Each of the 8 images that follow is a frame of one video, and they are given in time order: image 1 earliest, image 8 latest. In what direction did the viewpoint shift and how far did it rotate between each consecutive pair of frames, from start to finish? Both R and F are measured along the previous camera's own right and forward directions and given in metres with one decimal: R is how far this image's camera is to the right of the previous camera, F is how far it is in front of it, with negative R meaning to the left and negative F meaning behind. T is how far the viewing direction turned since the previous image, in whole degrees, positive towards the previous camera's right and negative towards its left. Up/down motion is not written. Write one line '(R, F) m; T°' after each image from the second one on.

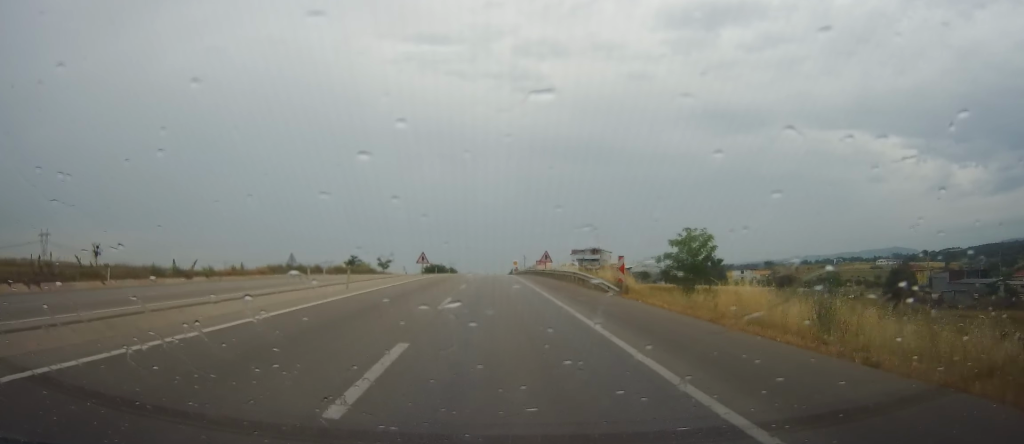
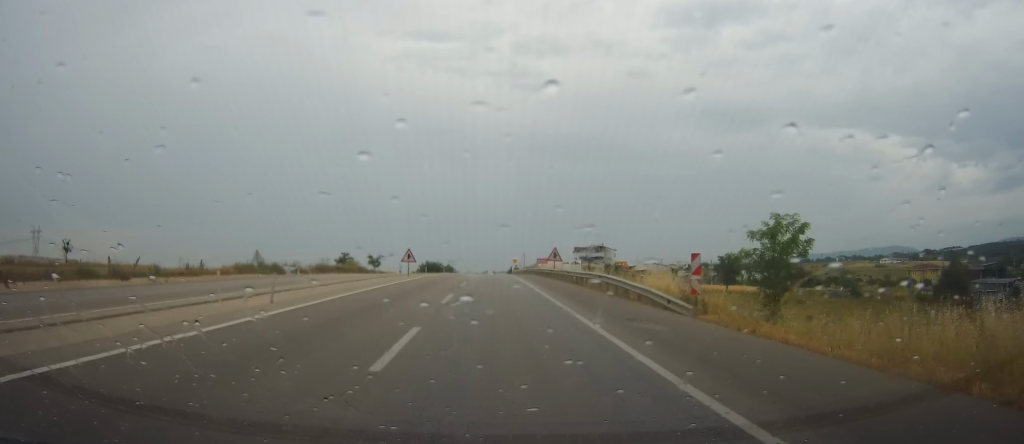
(-0.2, +10.8) m; -1°
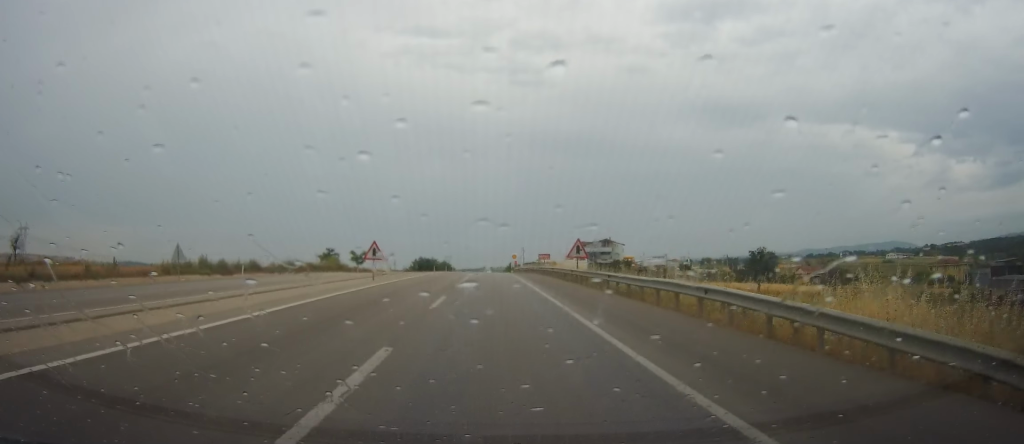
(-0.1, +15.6) m; -1°
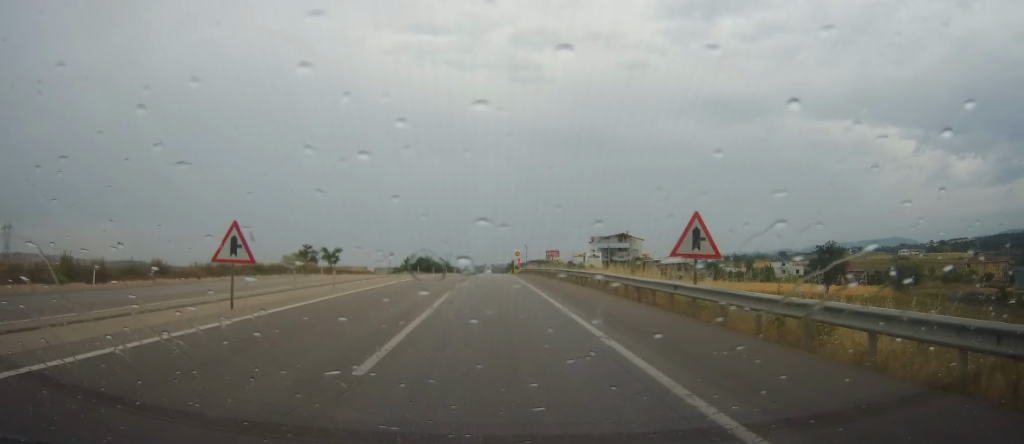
(-0.2, +23.3) m; 0°
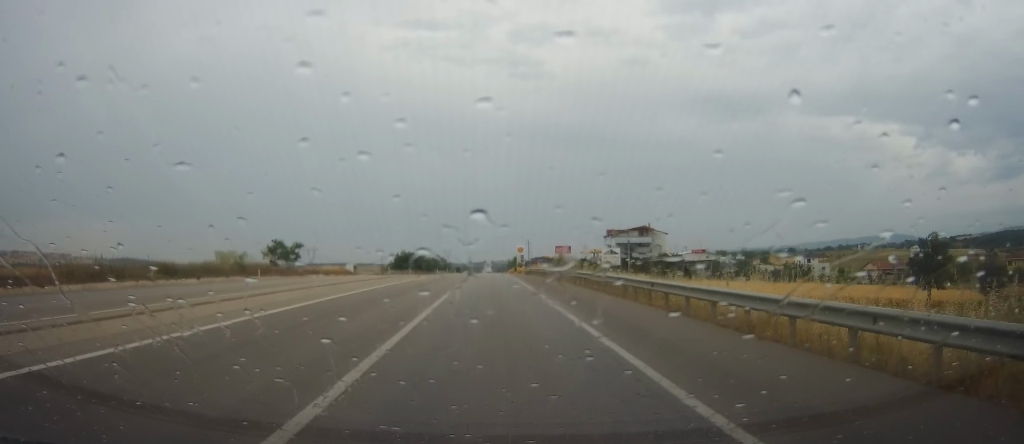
(+0.1, +22.4) m; +1°
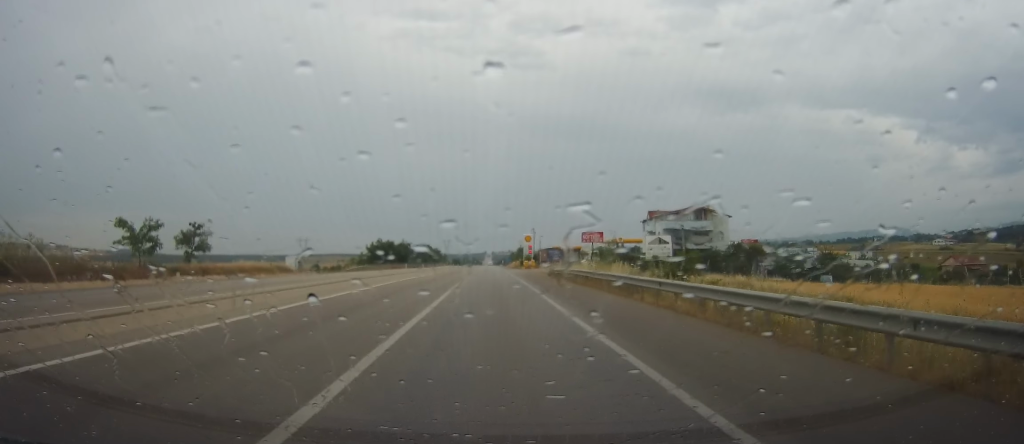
(-0.3, +37.4) m; -2°
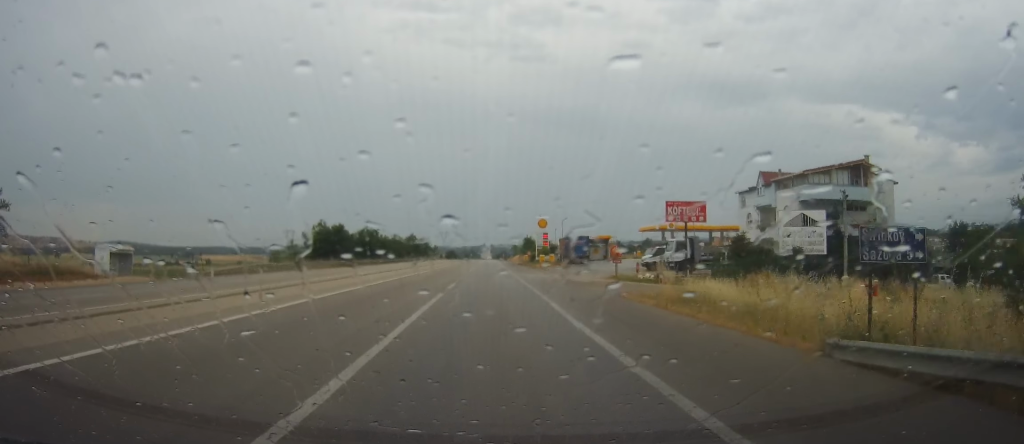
(+0.4, +44.9) m; +2°
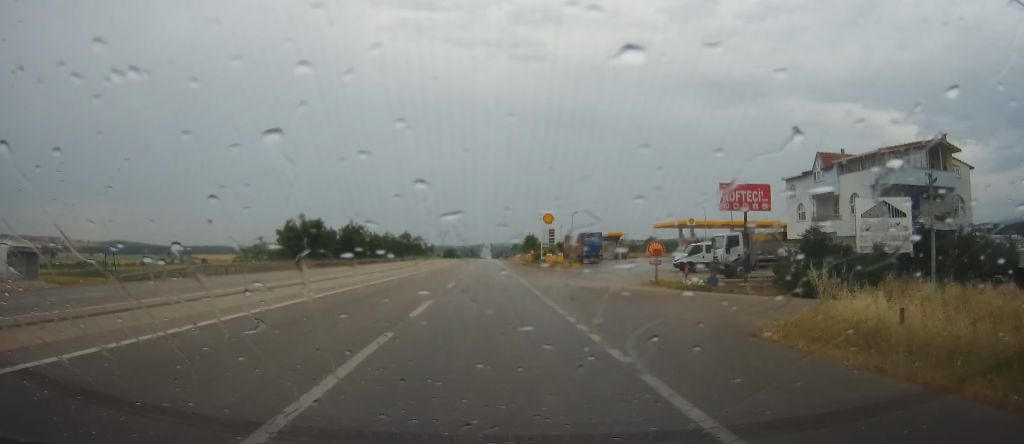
(+0.1, +11.4) m; 0°
